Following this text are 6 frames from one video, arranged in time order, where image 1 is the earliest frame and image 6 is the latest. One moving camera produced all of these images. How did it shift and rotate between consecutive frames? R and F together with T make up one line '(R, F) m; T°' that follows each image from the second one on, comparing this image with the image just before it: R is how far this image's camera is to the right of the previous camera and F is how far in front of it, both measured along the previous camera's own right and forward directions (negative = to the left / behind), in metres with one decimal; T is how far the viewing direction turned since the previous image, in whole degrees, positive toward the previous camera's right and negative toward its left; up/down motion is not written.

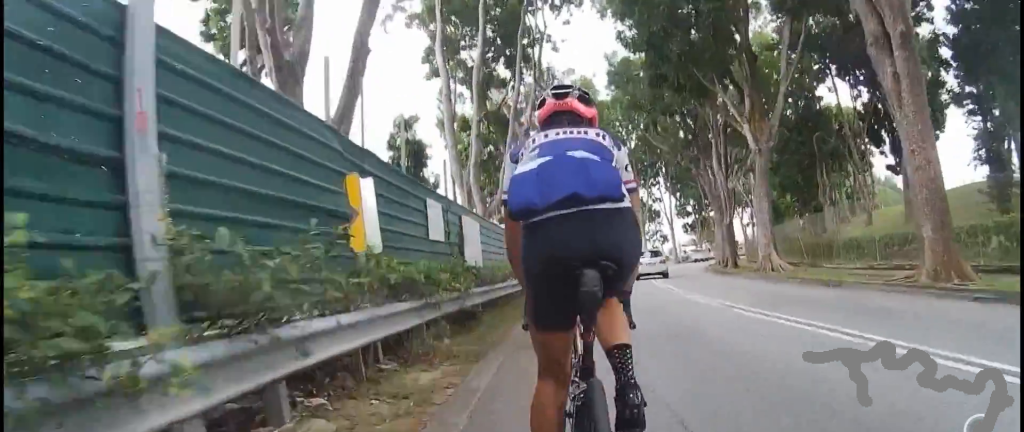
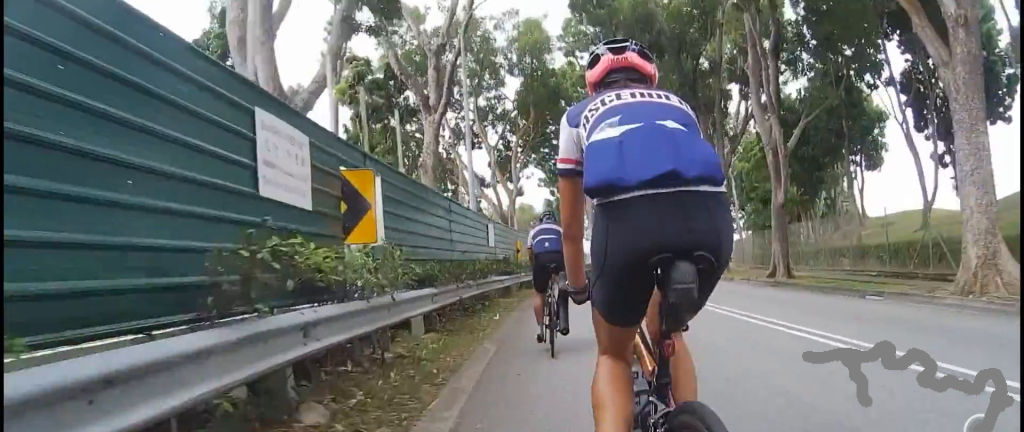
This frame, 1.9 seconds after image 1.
(+1.5, +15.2) m; +6°
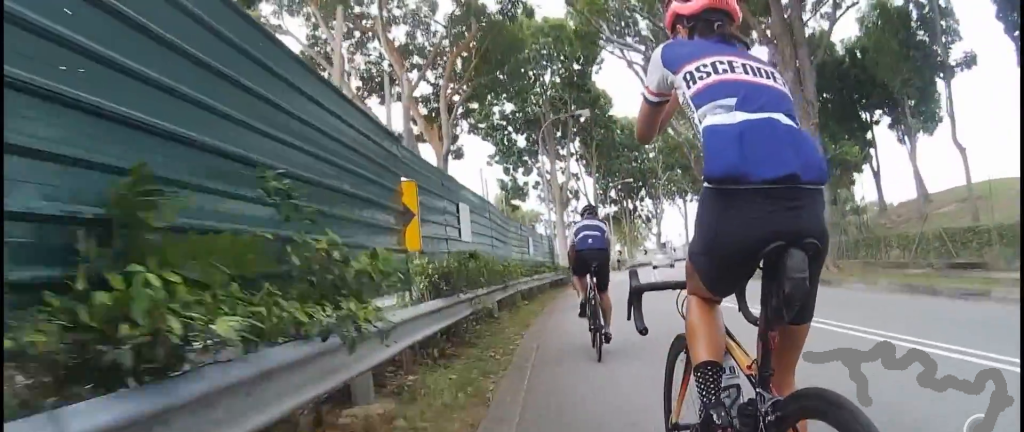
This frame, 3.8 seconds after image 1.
(+0.7, +15.0) m; +12°
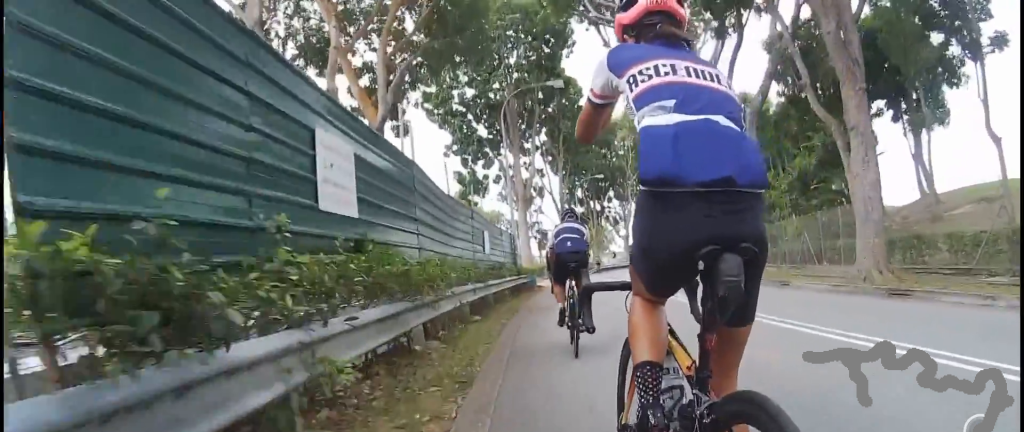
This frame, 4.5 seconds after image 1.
(0.0, +4.8) m; +3°
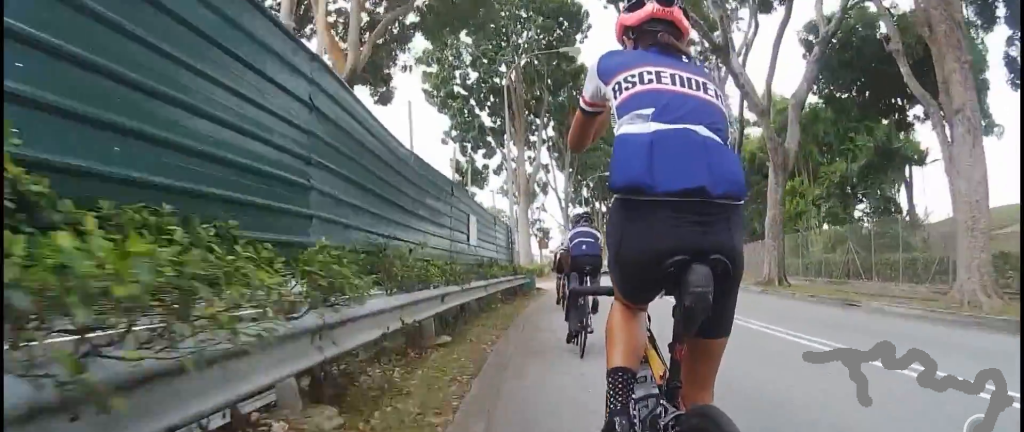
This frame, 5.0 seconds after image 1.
(+0.1, +4.1) m; +4°
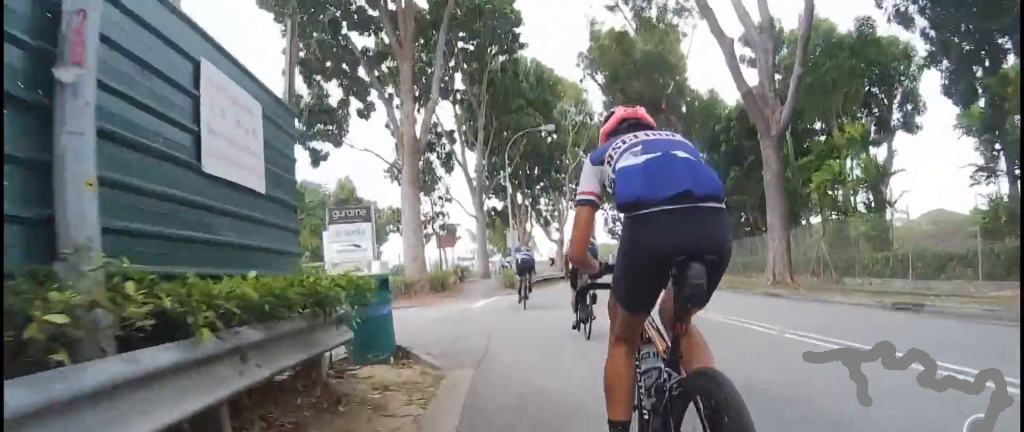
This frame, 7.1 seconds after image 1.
(+2.7, +18.3) m; +4°
